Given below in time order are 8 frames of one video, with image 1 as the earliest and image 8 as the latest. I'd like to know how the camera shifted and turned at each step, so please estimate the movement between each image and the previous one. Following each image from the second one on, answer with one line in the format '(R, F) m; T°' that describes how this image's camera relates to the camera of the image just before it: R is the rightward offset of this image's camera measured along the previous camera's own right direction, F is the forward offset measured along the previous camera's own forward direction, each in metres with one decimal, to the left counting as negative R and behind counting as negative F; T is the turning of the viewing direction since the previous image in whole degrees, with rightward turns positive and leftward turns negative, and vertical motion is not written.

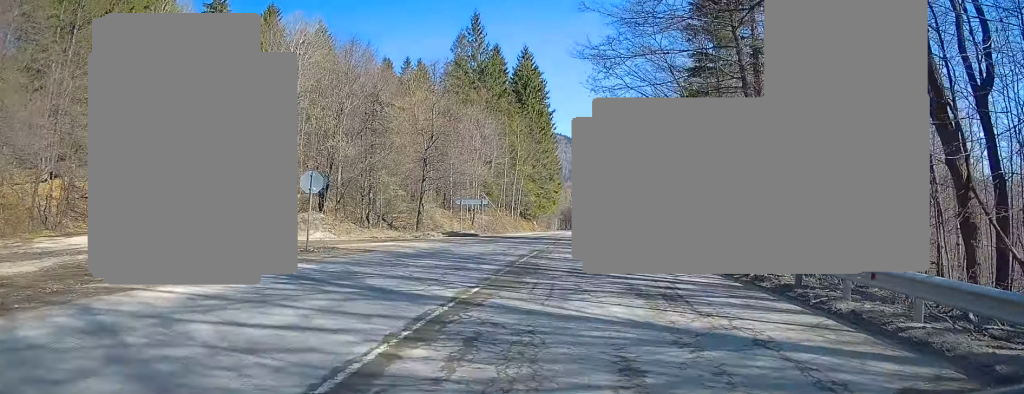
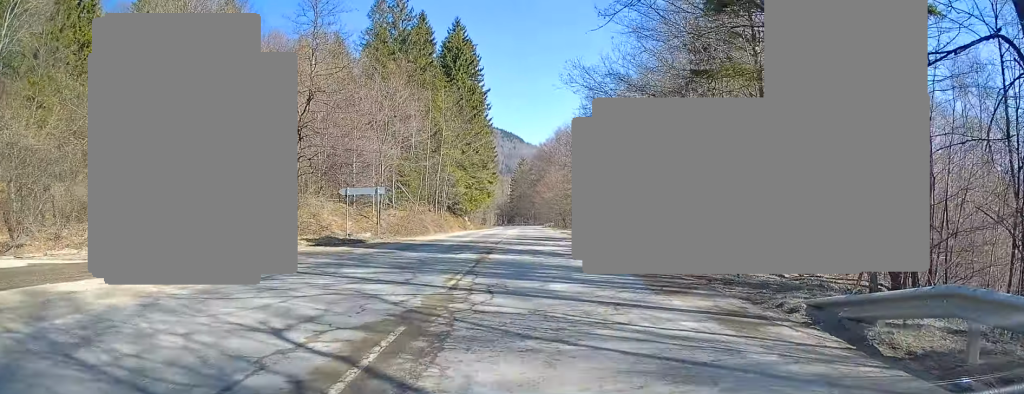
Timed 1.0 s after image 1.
(+0.6, +14.4) m; +4°
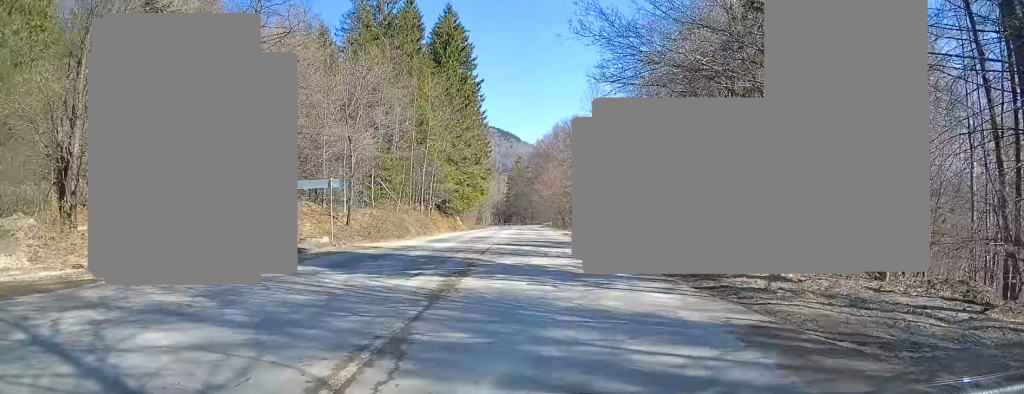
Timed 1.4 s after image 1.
(0.0, +6.6) m; +1°
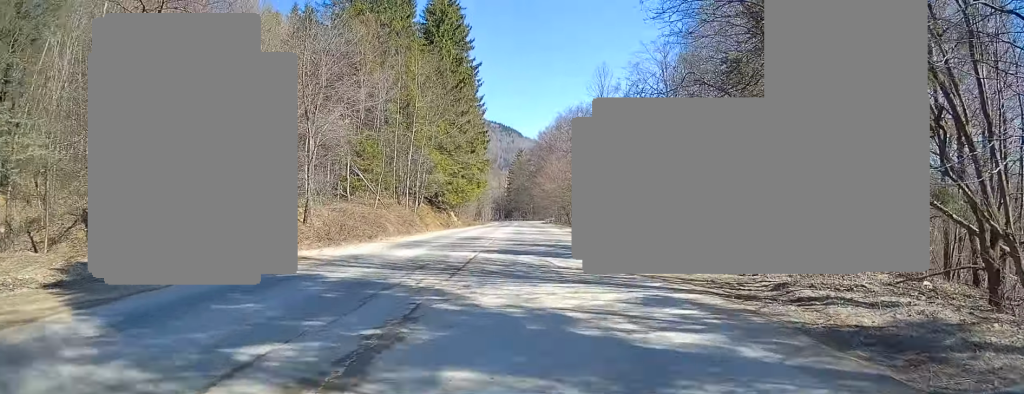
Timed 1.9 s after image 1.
(+0.1, +7.4) m; 0°
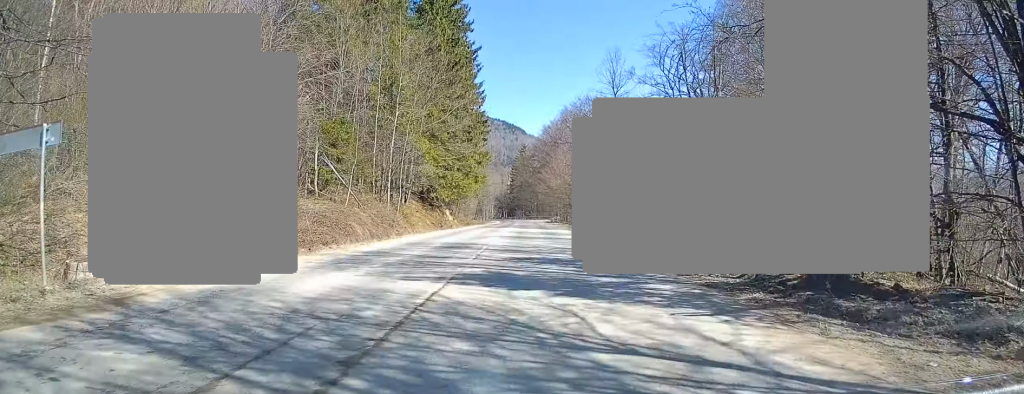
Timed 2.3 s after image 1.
(+0.1, +7.5) m; 0°
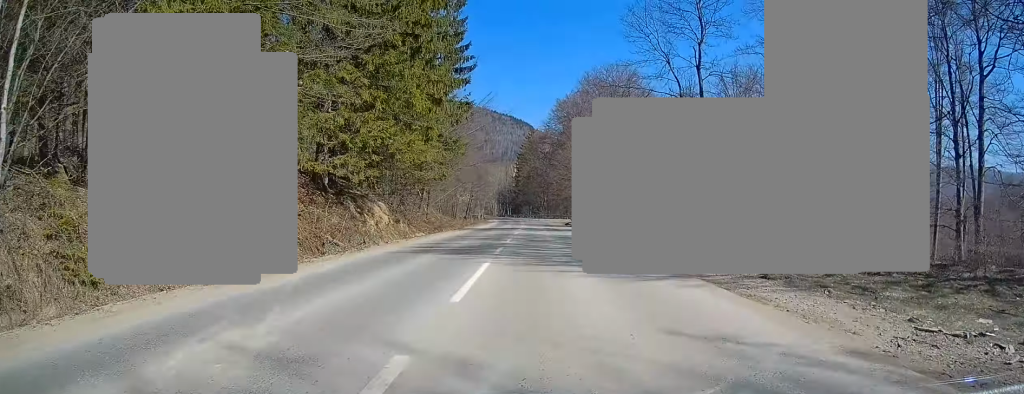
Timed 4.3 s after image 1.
(-0.4, +33.9) m; -1°
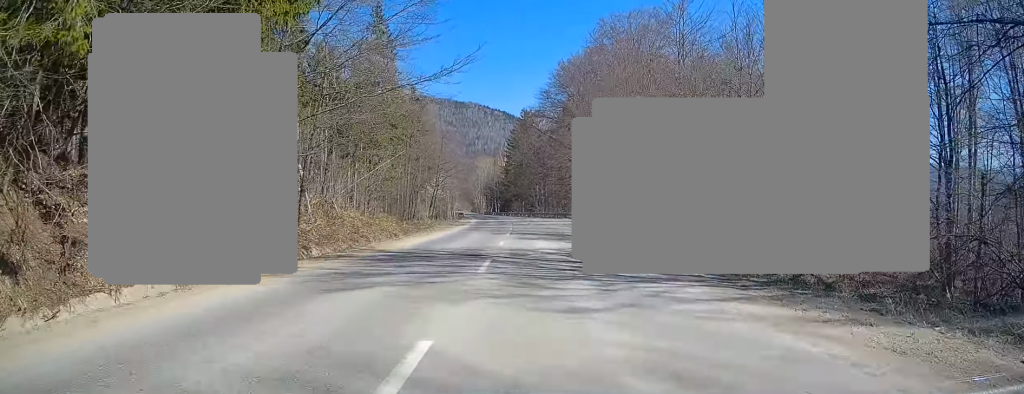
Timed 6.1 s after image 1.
(+0.1, +30.9) m; 0°
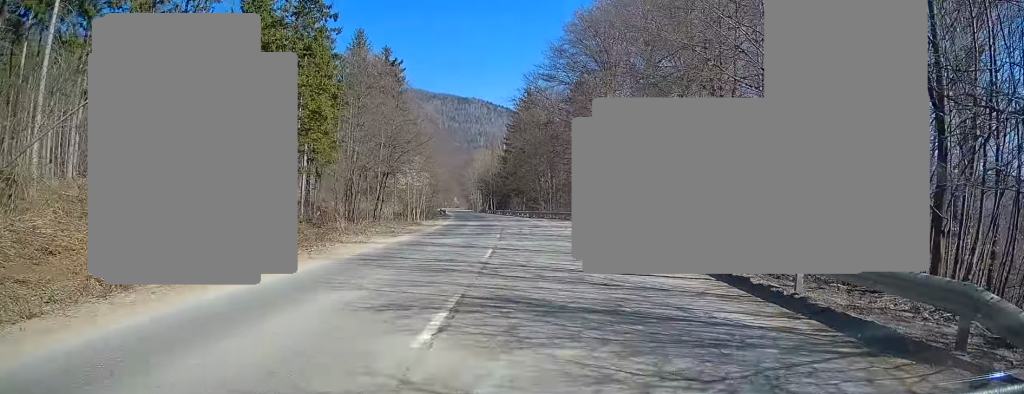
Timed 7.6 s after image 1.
(-0.3, +24.7) m; -1°
